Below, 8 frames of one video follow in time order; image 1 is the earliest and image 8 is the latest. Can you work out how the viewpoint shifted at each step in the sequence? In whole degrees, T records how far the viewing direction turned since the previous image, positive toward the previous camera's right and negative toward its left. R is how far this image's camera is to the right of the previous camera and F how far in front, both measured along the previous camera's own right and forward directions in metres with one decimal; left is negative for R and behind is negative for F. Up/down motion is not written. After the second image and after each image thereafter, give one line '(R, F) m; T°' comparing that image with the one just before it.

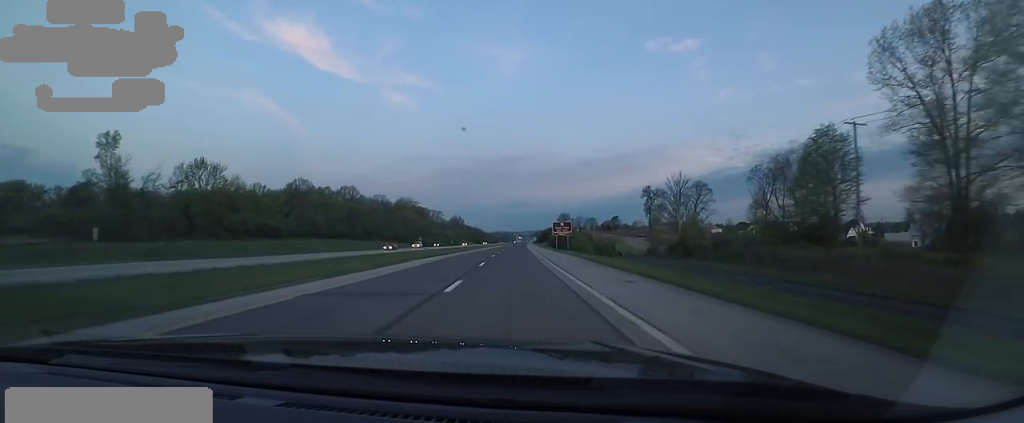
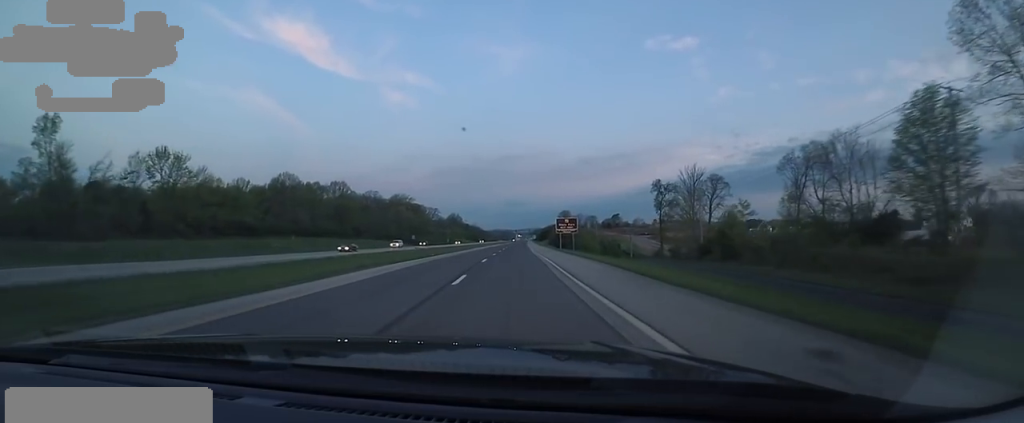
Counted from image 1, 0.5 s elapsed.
(0.0, +10.2) m; 0°
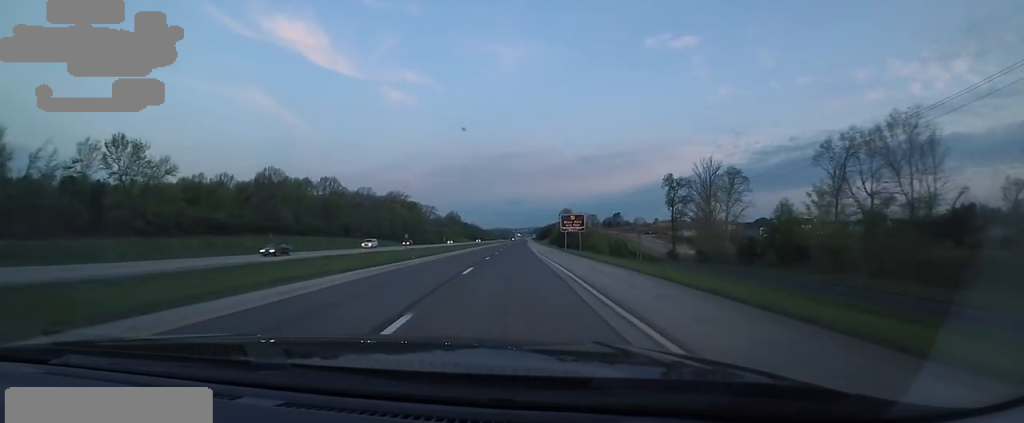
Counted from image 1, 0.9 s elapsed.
(0.0, +9.5) m; 0°
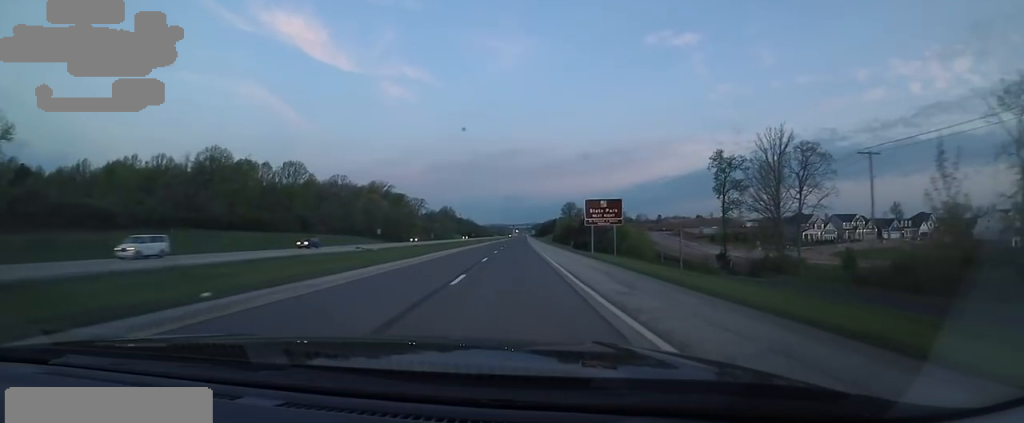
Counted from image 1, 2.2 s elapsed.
(0.0, +27.7) m; 0°
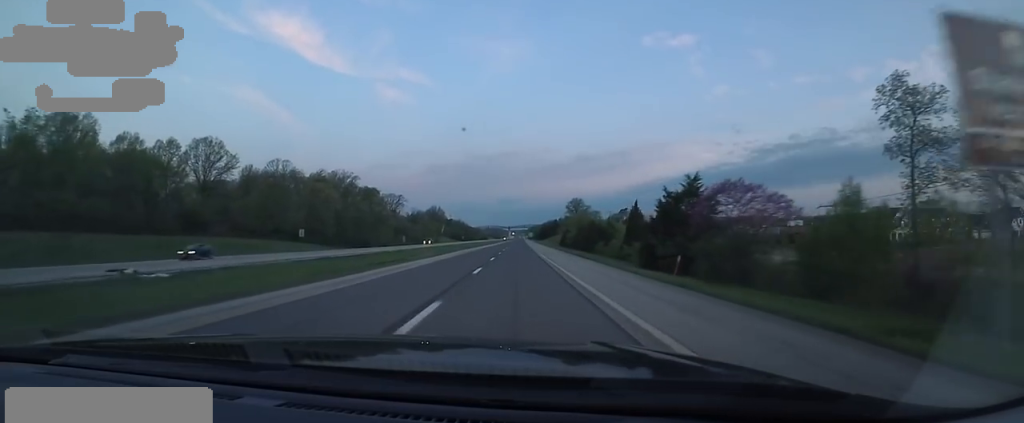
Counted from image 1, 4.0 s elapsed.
(0.0, +42.2) m; +1°
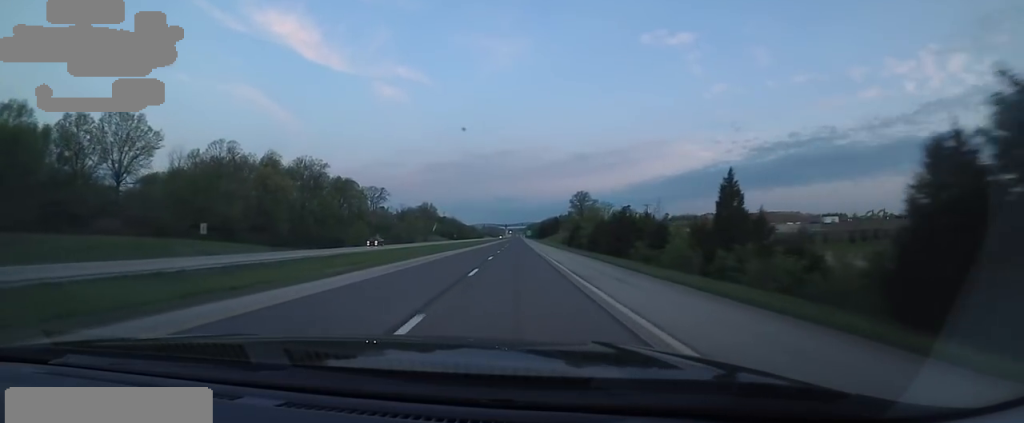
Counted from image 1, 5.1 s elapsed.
(+0.4, +26.8) m; +1°
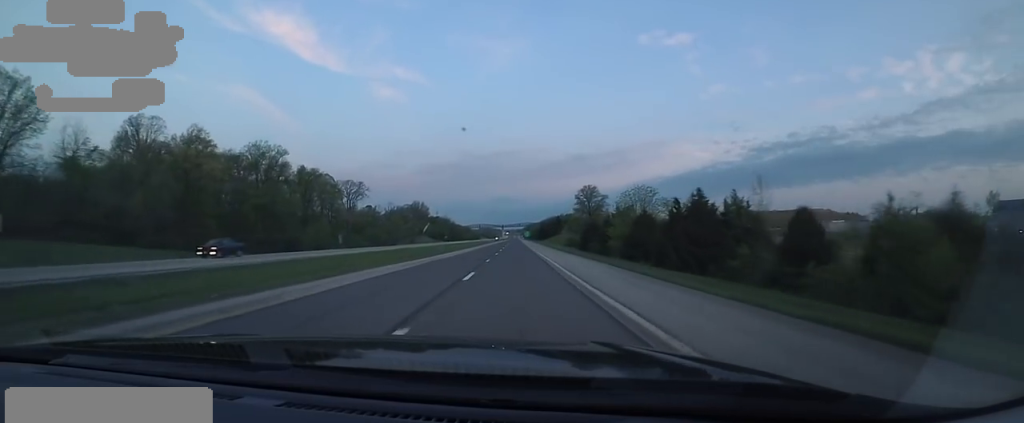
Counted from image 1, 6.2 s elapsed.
(+0.1, +26.6) m; -1°
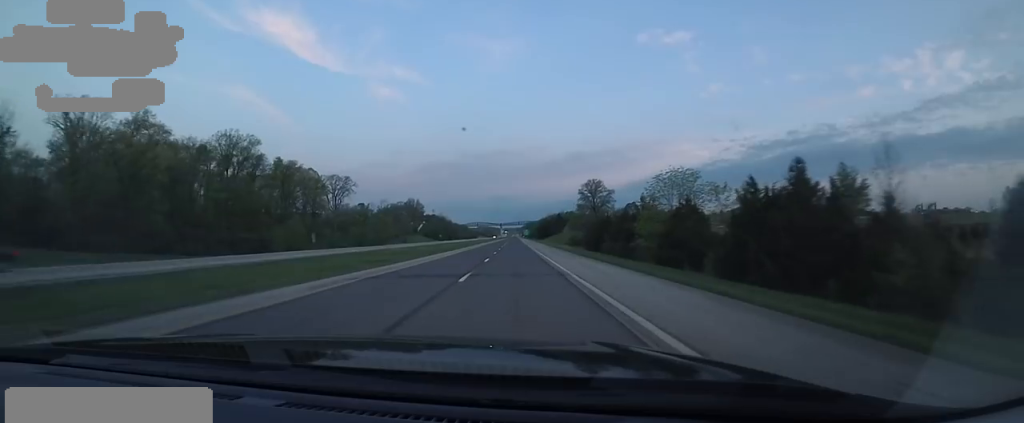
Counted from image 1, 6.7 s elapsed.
(-0.1, +13.4) m; -1°
